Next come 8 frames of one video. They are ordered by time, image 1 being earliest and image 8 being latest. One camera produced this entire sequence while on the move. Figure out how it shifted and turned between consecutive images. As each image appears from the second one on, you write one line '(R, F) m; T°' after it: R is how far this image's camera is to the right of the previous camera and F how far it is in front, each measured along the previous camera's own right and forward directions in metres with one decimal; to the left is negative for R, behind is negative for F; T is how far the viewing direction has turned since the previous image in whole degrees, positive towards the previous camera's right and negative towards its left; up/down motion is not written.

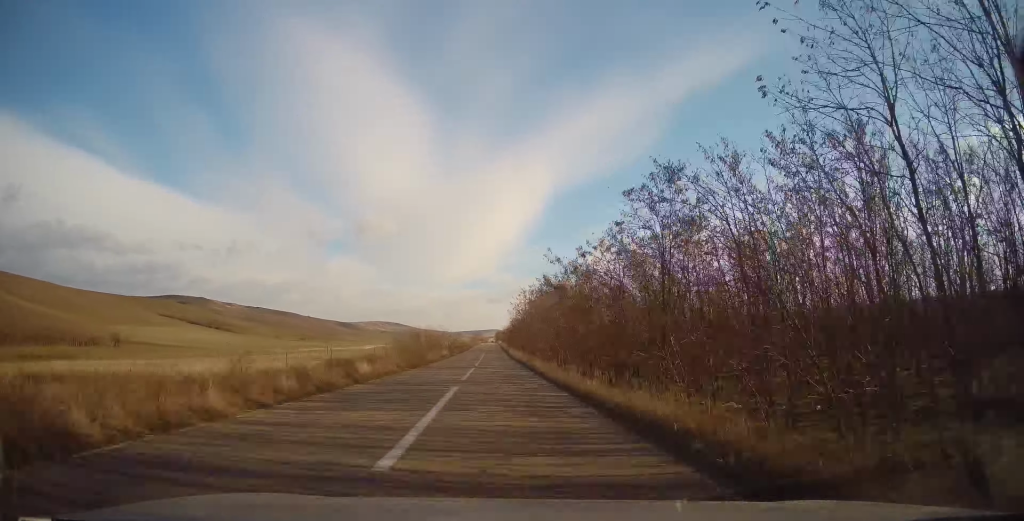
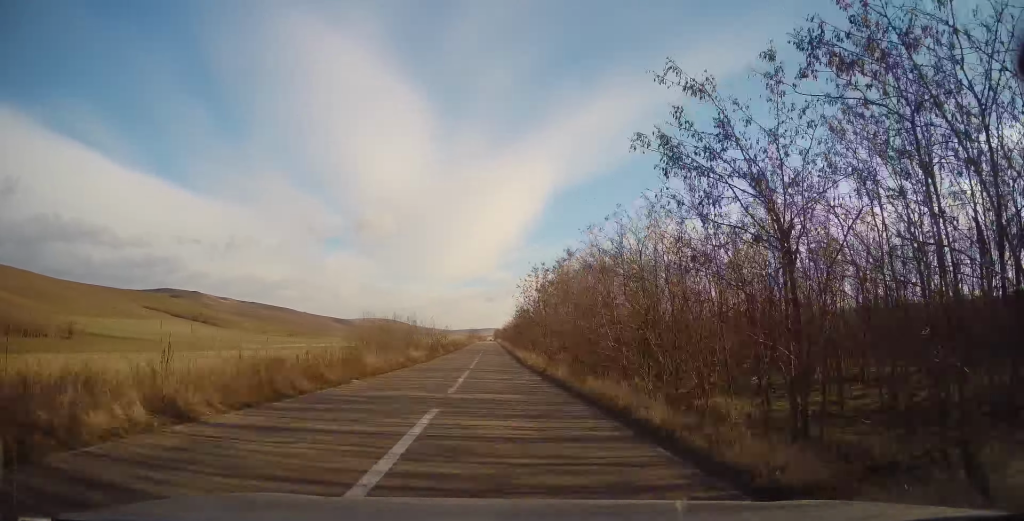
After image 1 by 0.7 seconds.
(-0.3, +19.6) m; 0°
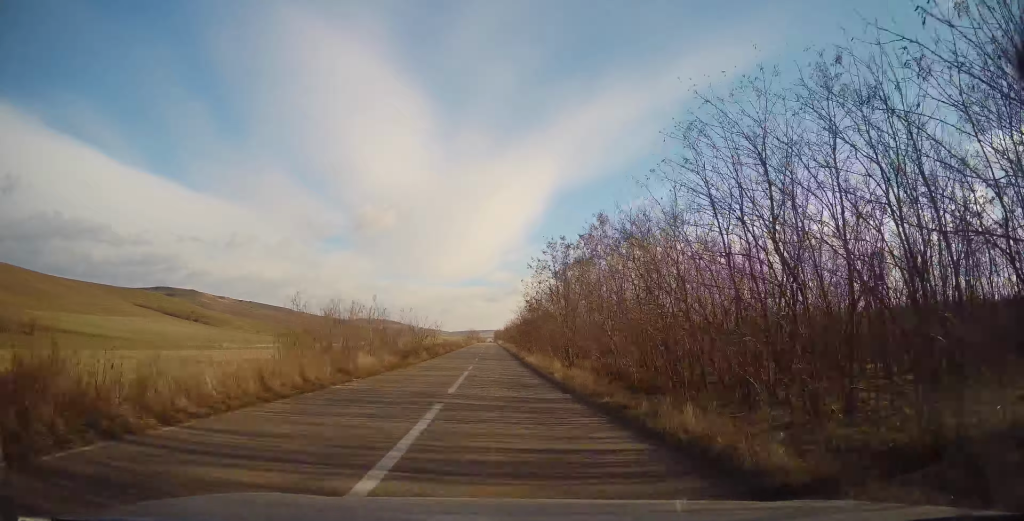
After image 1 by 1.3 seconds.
(0.0, +14.5) m; 0°
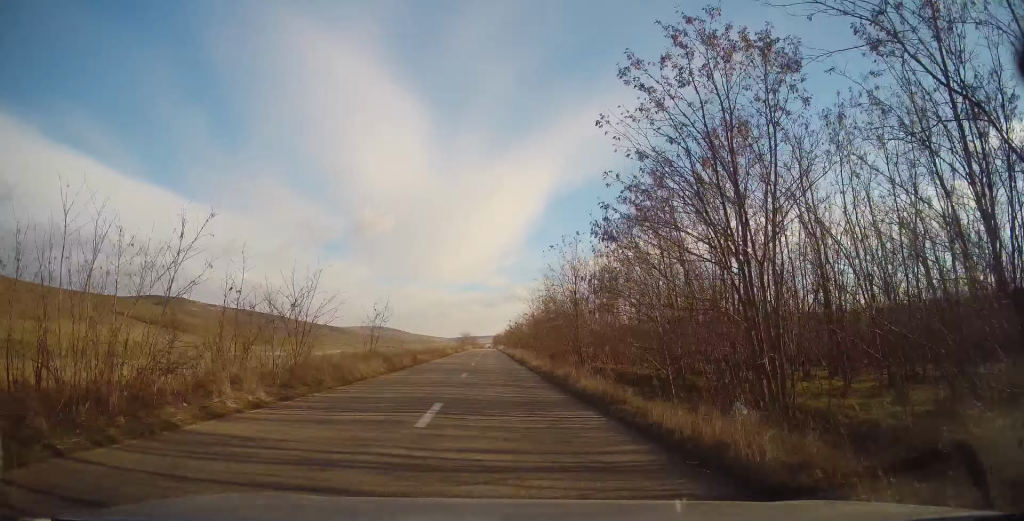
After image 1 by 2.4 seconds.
(+0.4, +29.4) m; +1°
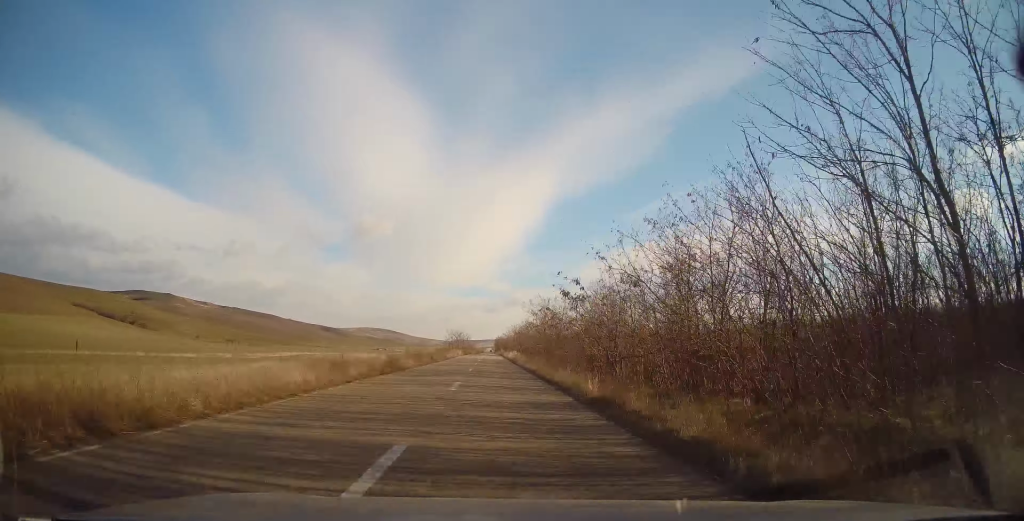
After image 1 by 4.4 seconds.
(-0.2, +52.1) m; -1°
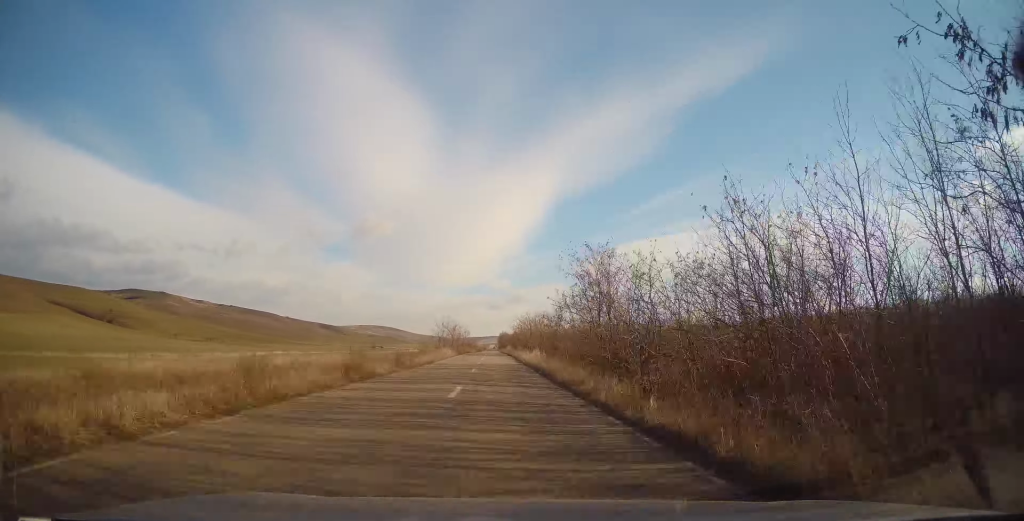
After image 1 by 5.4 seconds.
(-0.1, +26.8) m; 0°
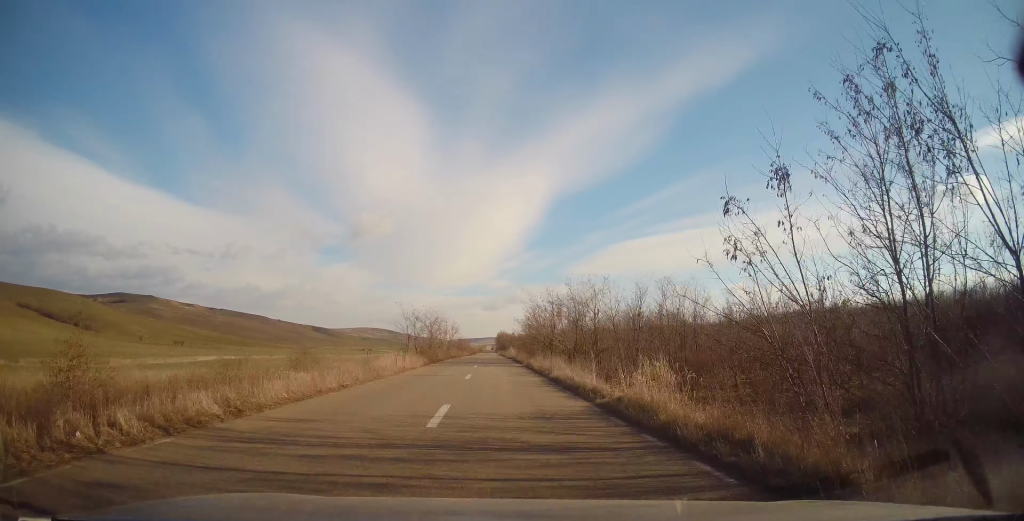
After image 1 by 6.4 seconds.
(+0.2, +27.5) m; 0°
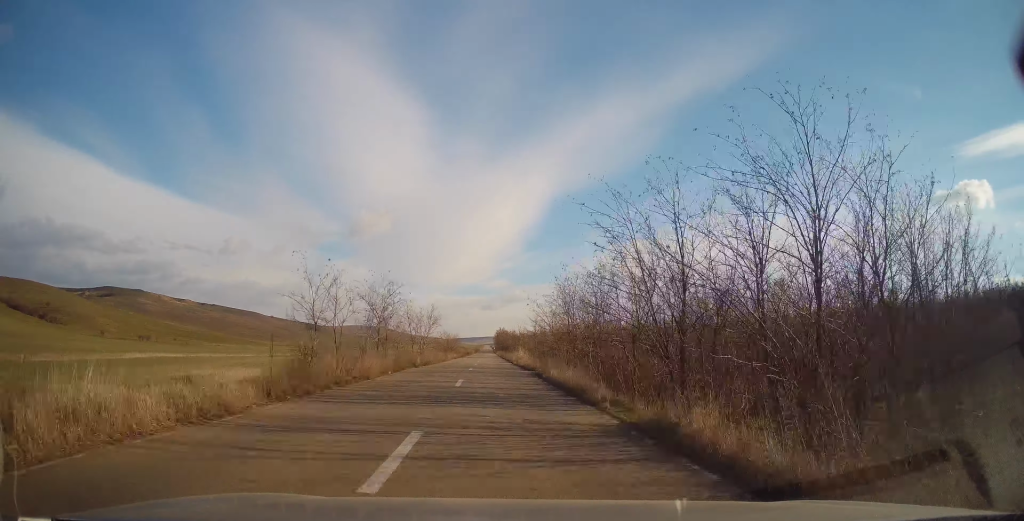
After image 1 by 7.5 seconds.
(-0.2, +28.3) m; -1°
